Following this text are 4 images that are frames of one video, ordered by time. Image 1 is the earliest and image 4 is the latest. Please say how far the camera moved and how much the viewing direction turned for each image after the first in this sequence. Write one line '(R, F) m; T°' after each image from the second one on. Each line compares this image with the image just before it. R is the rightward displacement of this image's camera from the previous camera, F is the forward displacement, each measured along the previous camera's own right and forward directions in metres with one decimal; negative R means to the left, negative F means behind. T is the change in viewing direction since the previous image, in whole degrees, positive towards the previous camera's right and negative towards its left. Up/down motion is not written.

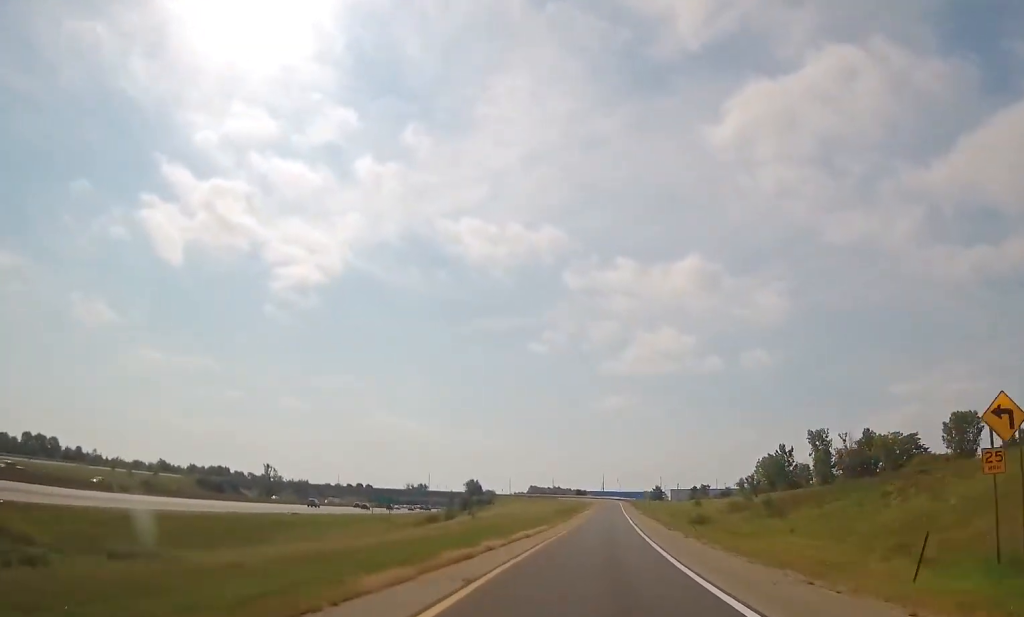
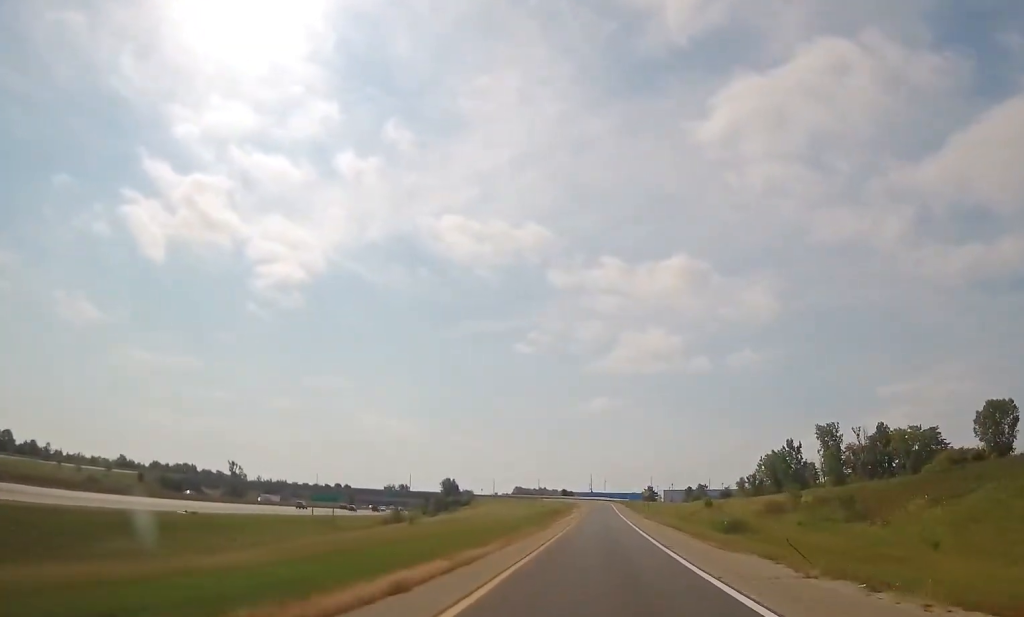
(+0.5, +22.5) m; +2°
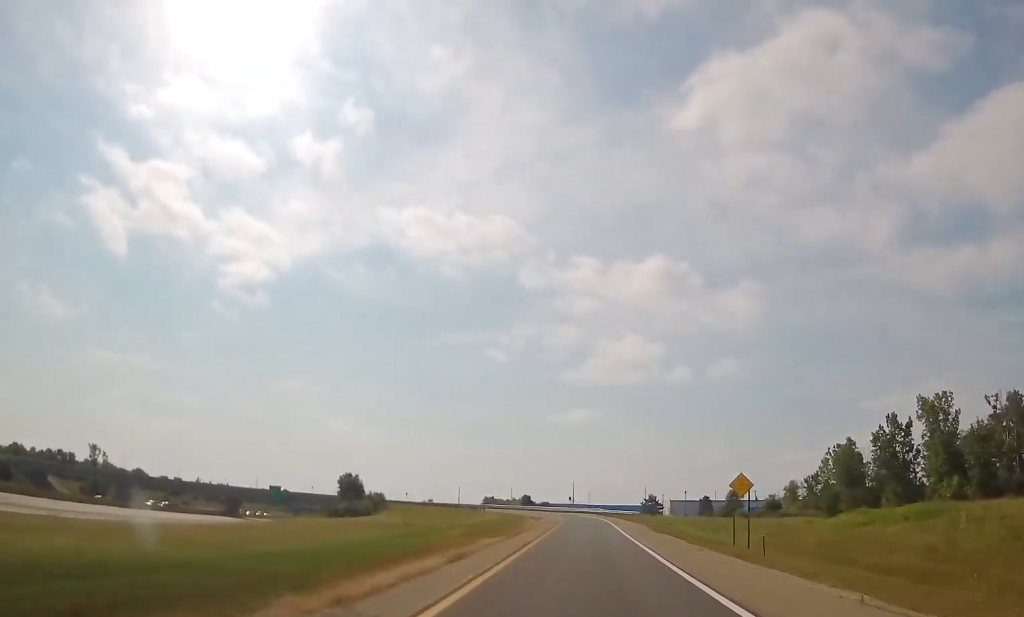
(+1.6, +86.2) m; +2°
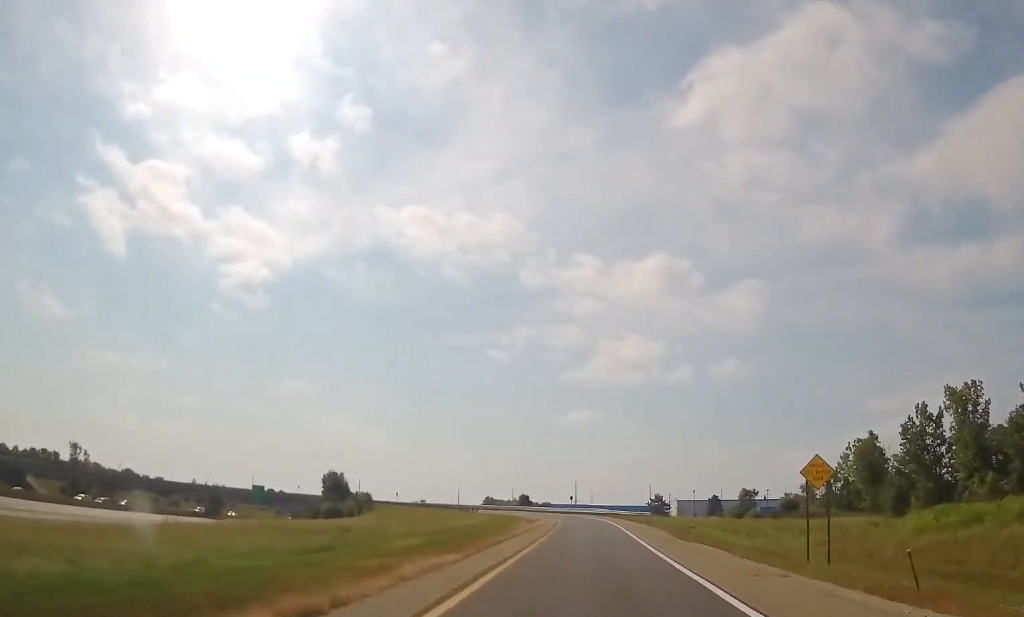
(-0.1, +11.6) m; -1°
